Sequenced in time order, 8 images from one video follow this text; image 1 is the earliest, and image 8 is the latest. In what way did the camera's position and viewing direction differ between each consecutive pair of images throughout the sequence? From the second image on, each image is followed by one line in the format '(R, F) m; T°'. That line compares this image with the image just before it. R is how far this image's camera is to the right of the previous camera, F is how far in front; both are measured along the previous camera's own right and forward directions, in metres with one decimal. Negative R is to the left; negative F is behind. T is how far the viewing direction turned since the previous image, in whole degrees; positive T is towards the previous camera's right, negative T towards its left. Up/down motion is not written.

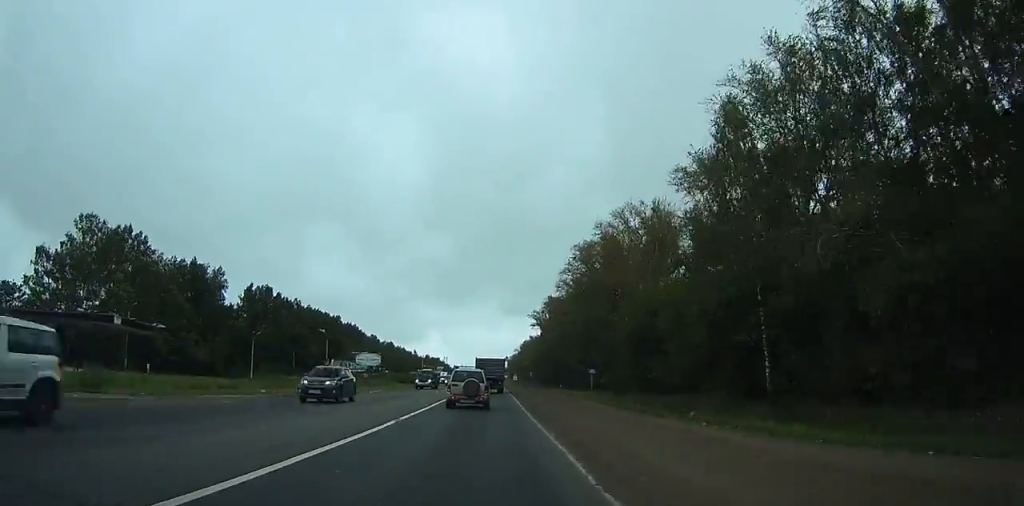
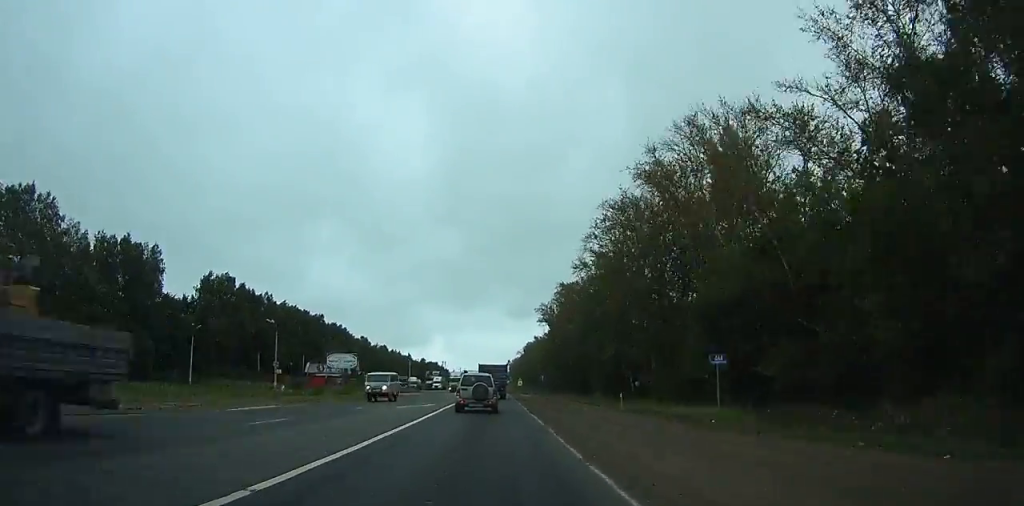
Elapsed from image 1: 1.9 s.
(-0.1, +27.5) m; 0°
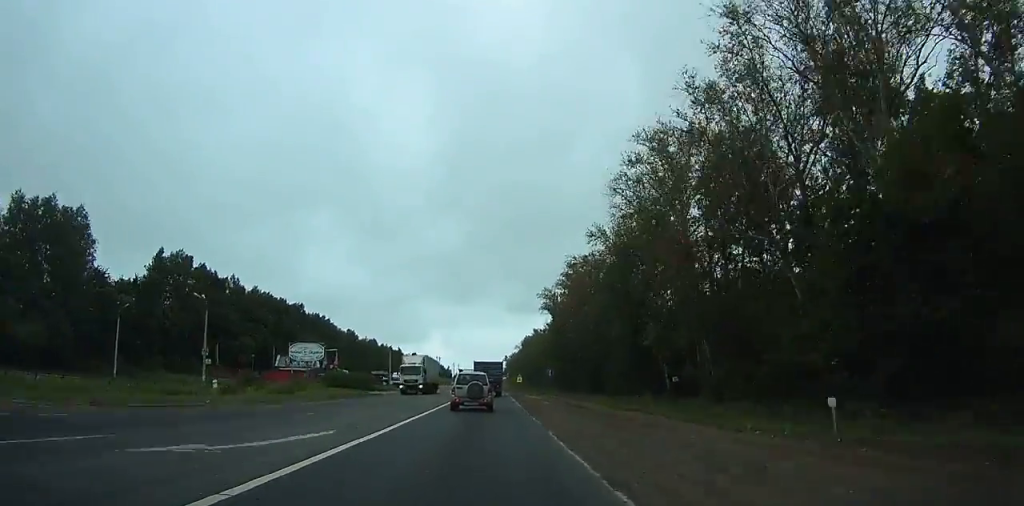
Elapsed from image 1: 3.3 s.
(0.0, +20.3) m; 0°
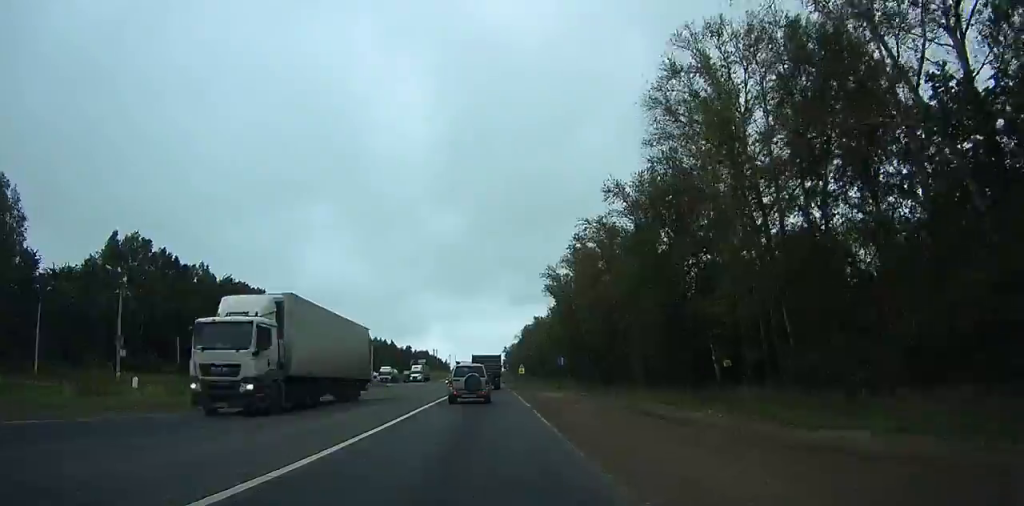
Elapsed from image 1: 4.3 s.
(0.0, +15.4) m; 0°
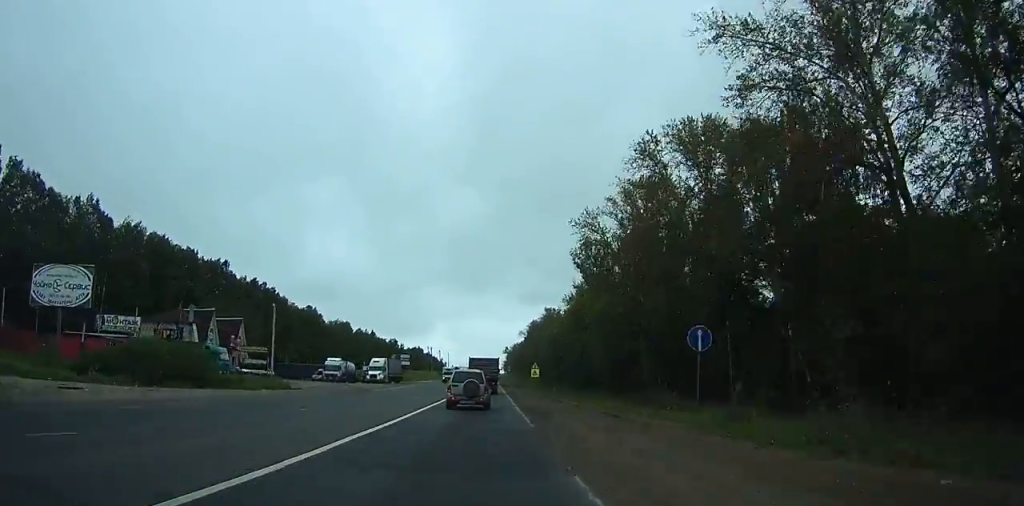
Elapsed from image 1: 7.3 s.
(+0.2, +42.8) m; +1°
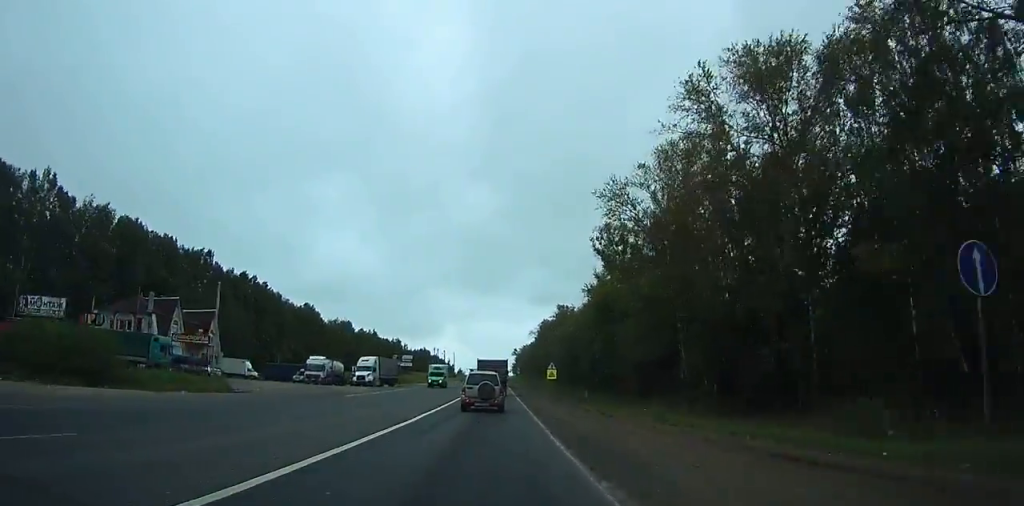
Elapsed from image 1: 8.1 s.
(+0.1, +12.8) m; 0°
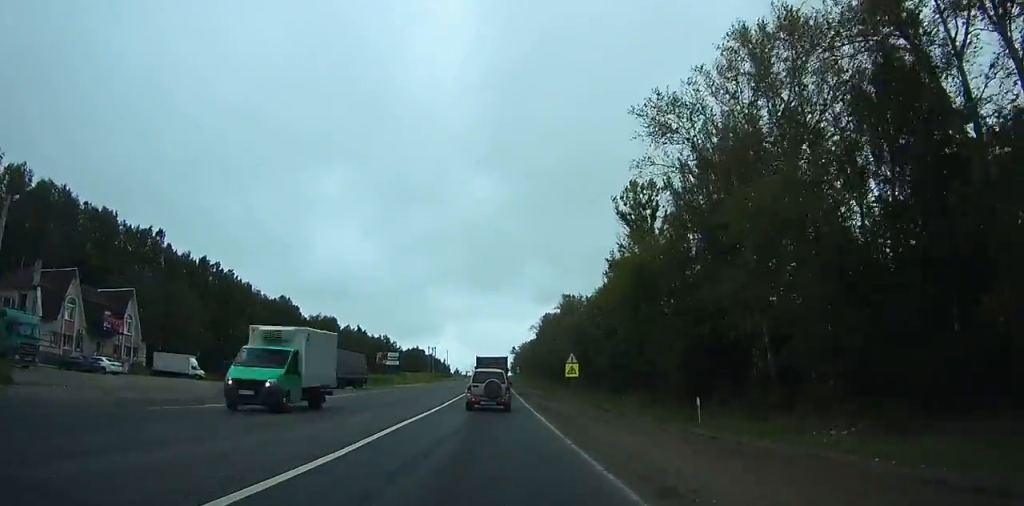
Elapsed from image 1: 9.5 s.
(0.0, +19.8) m; 0°
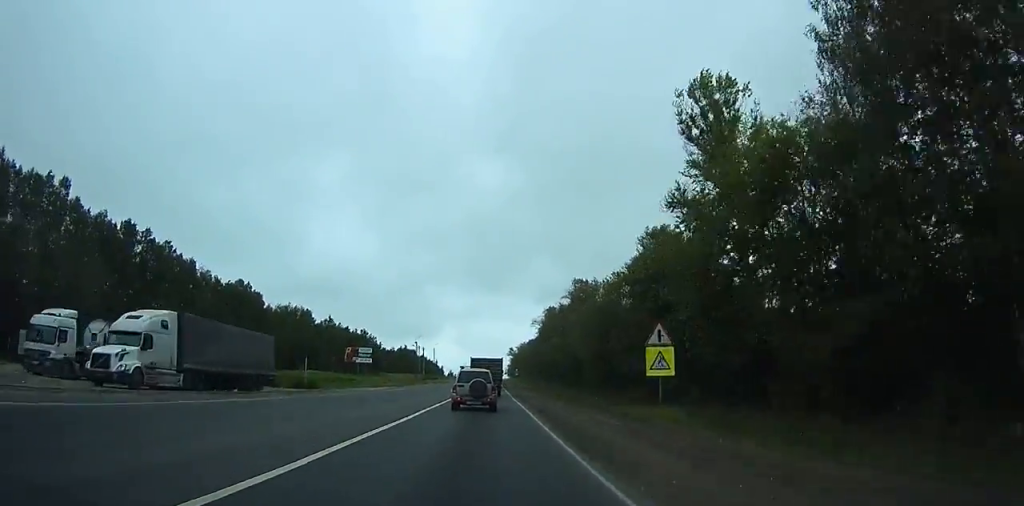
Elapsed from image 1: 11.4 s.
(-0.2, +28.8) m; 0°
